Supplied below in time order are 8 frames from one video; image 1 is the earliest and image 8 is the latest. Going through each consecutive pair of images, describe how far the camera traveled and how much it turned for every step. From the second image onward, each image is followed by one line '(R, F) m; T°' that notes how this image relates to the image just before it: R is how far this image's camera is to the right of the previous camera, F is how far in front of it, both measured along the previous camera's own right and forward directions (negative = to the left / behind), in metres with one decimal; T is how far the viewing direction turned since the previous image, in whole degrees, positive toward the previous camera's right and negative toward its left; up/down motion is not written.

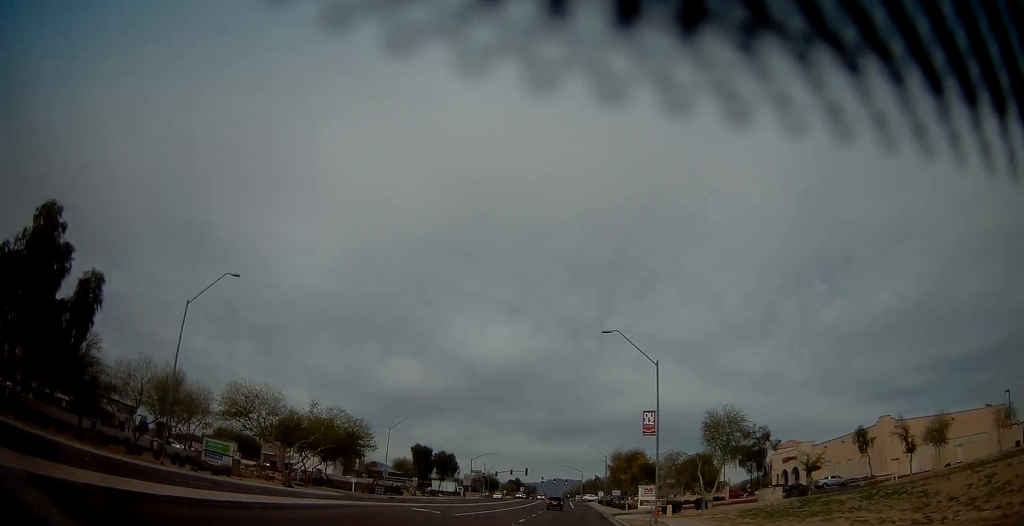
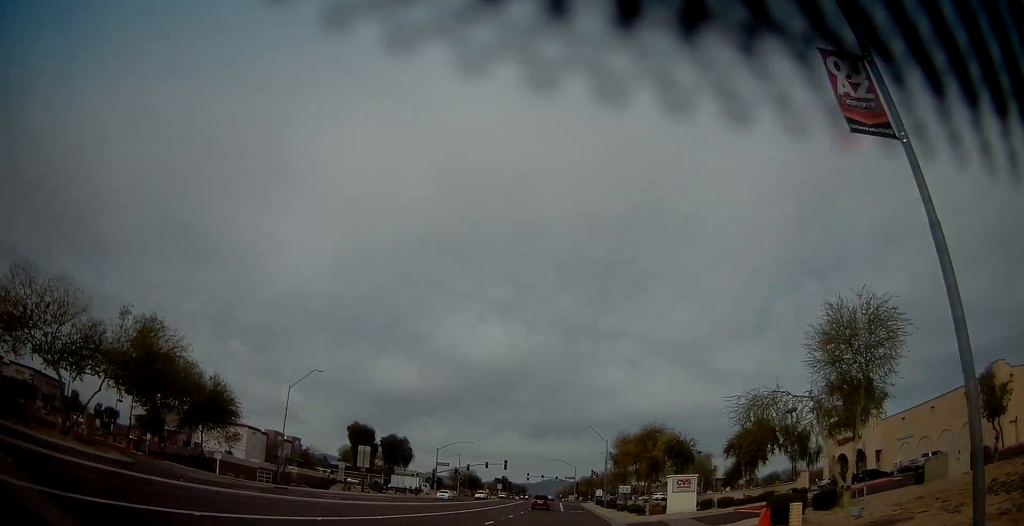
(+0.2, +29.0) m; +1°
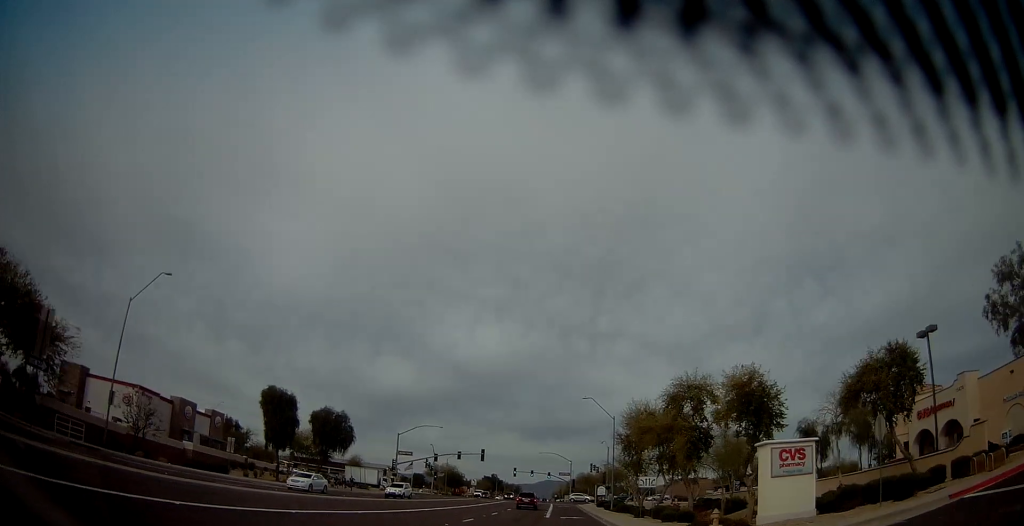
(0.0, +23.5) m; 0°
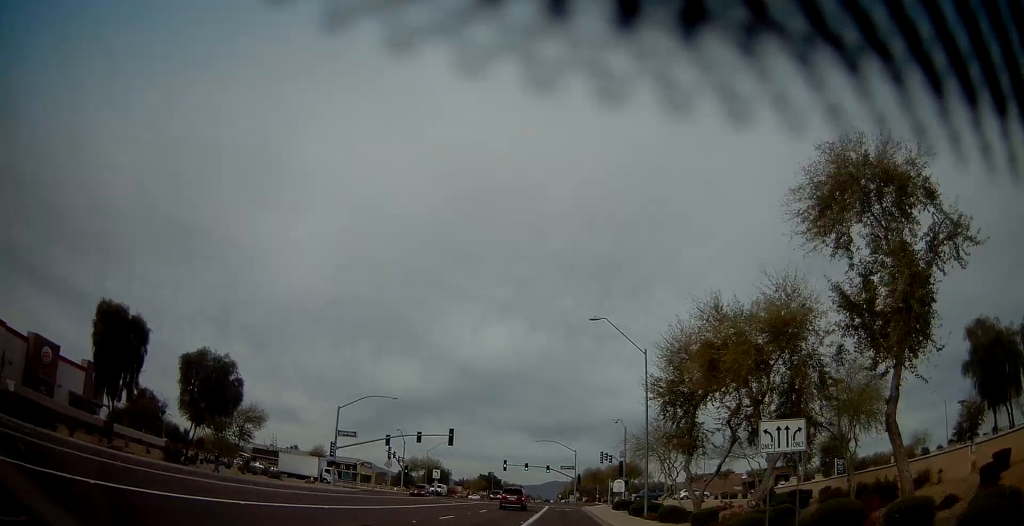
(-0.2, +24.7) m; -1°
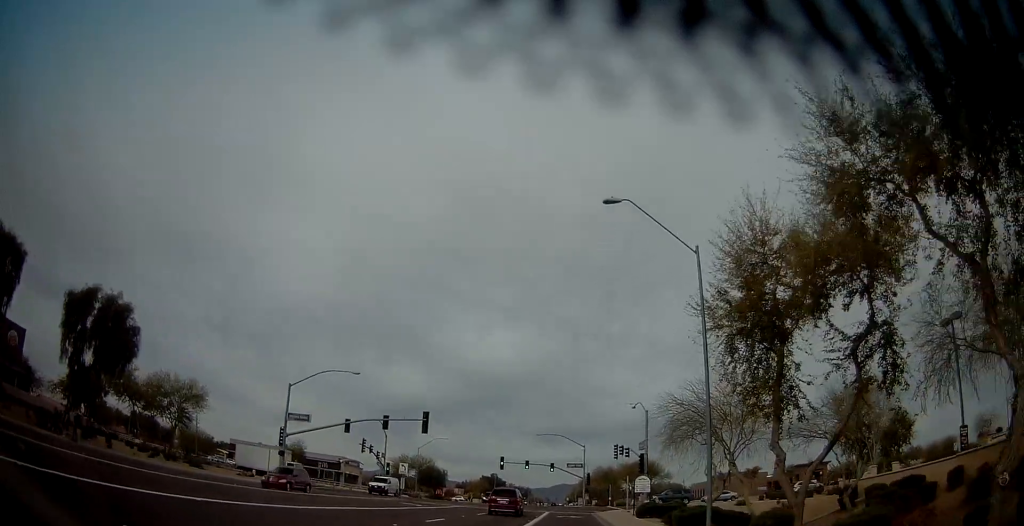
(-0.2, +13.4) m; -1°
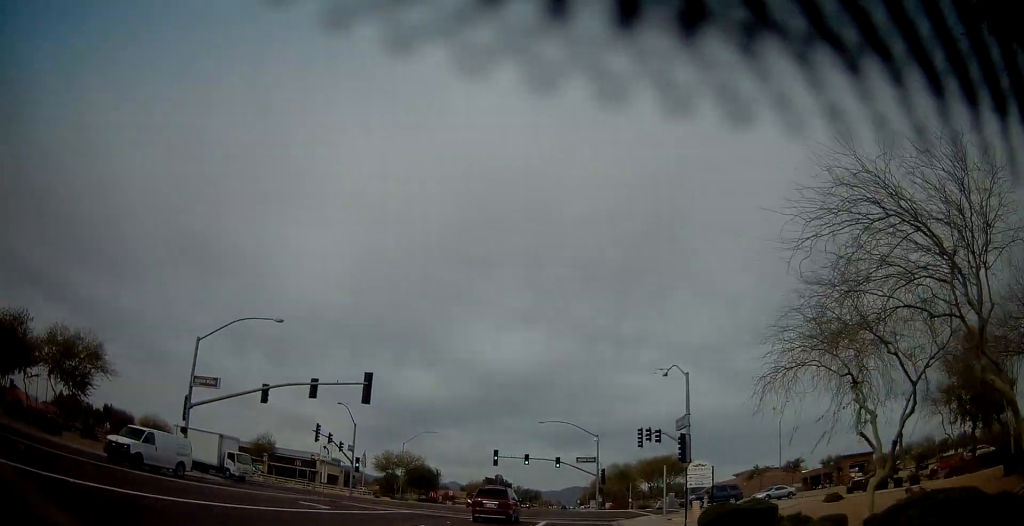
(-0.1, +15.4) m; 0°
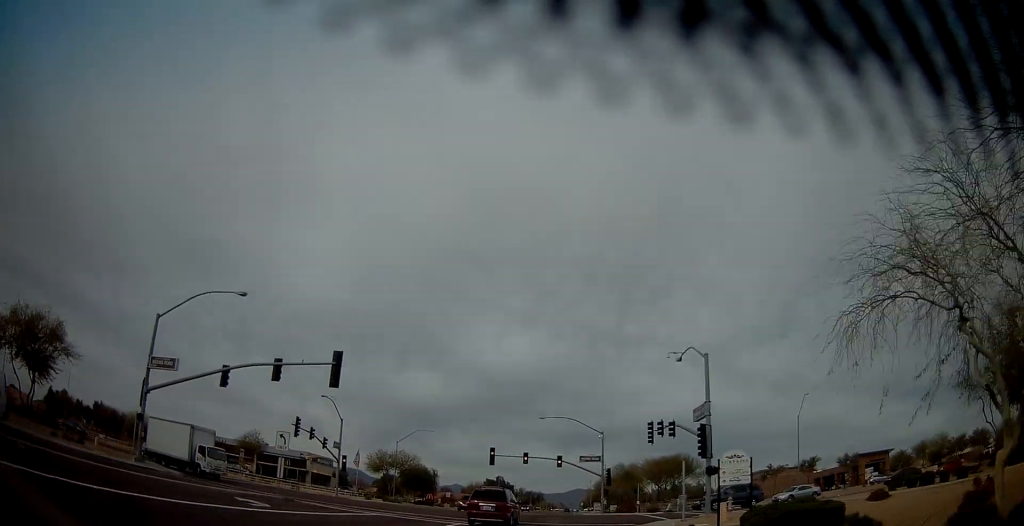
(0.0, +4.8) m; 0°
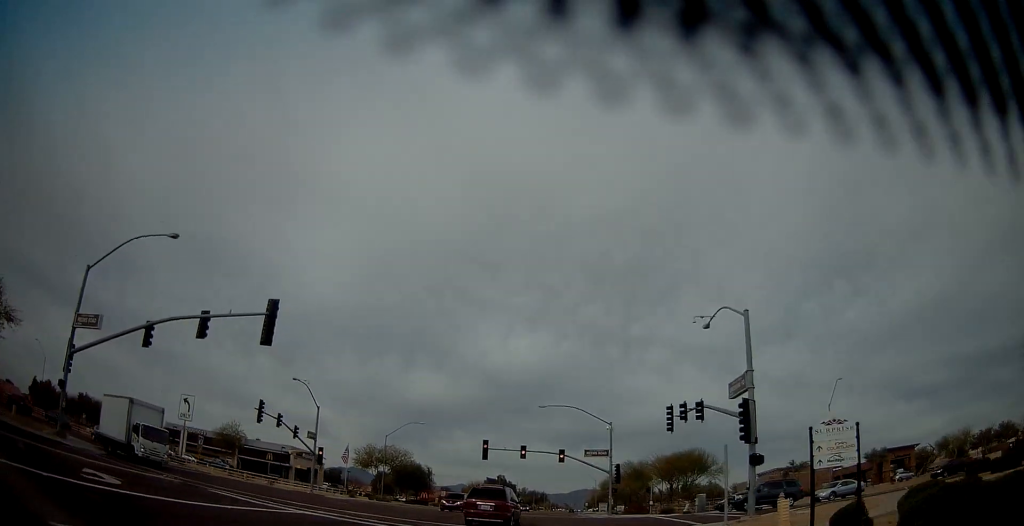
(0.0, +6.9) m; +1°
